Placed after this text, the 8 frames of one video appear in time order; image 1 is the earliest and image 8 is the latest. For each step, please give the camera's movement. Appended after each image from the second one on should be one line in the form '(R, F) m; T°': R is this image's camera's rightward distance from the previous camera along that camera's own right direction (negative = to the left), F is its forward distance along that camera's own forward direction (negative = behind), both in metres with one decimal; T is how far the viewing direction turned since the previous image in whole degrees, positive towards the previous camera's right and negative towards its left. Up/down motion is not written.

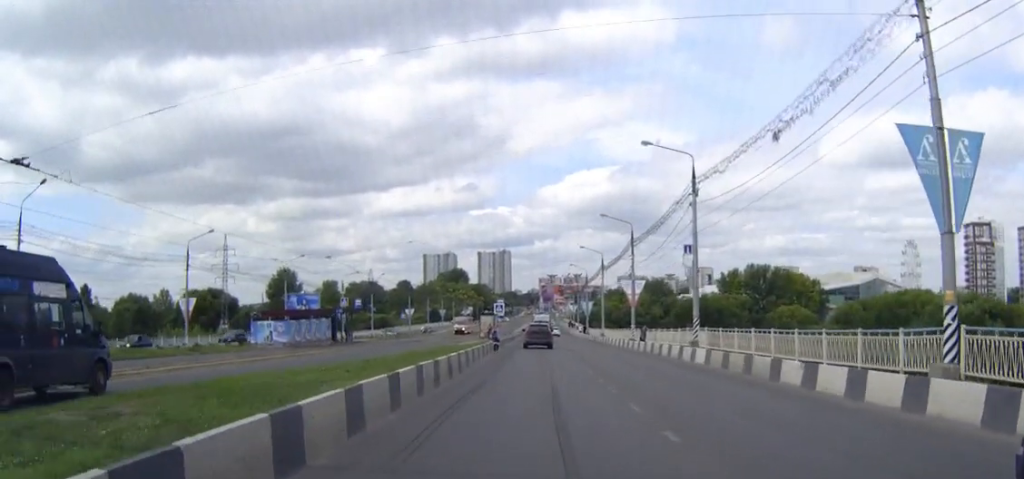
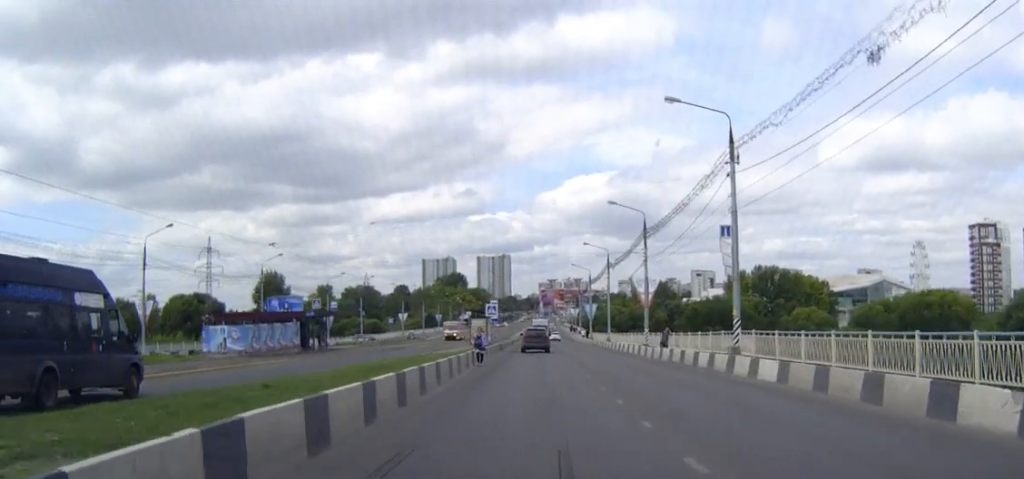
(0.0, +10.3) m; 0°
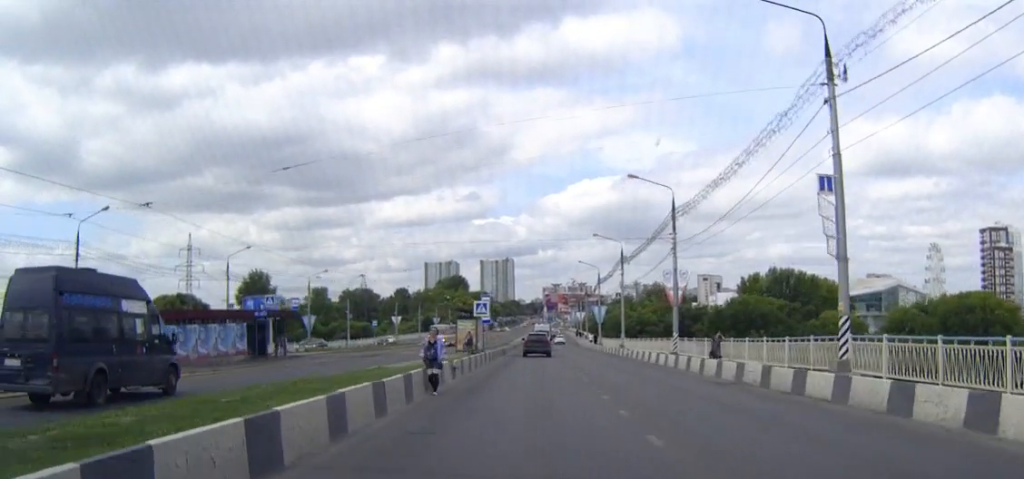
(0.0, +13.4) m; 0°
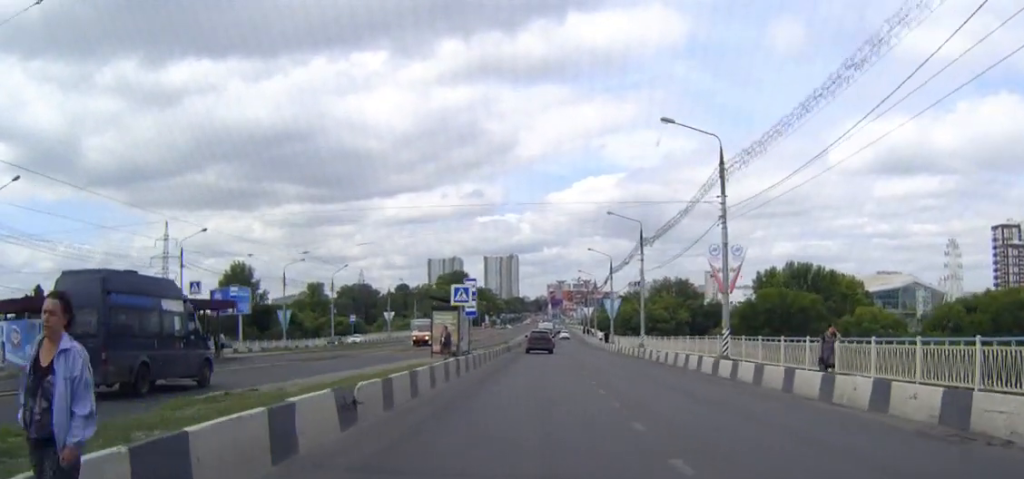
(0.0, +14.0) m; 0°
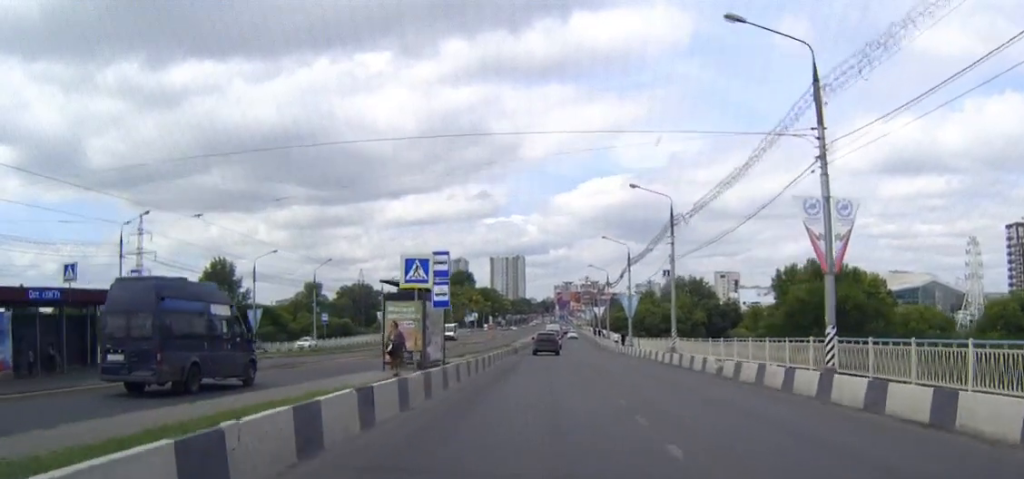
(0.0, +14.1) m; 0°
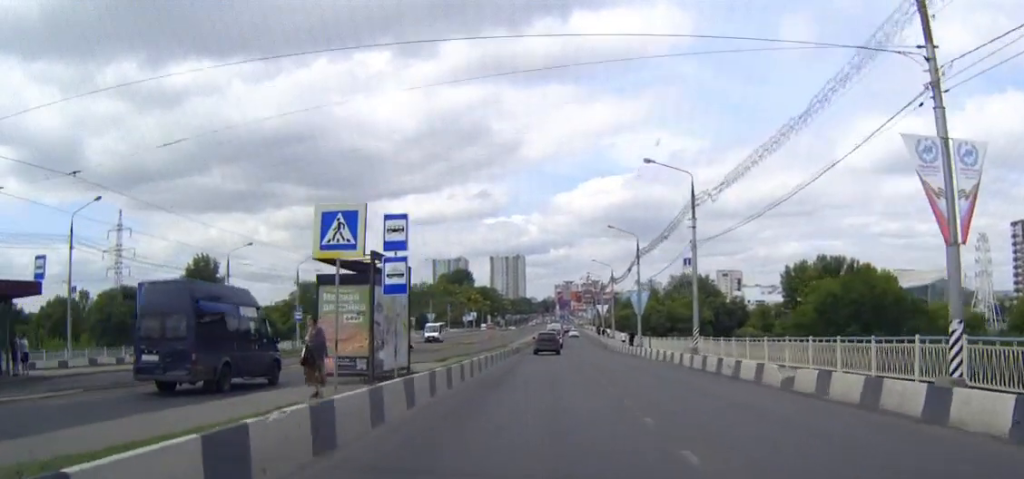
(0.0, +8.5) m; 0°
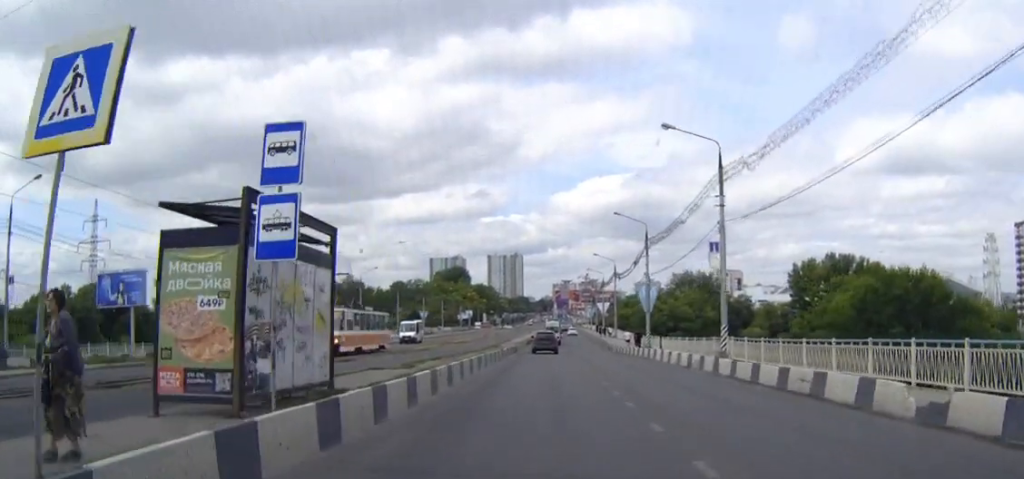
(0.0, +8.6) m; 0°
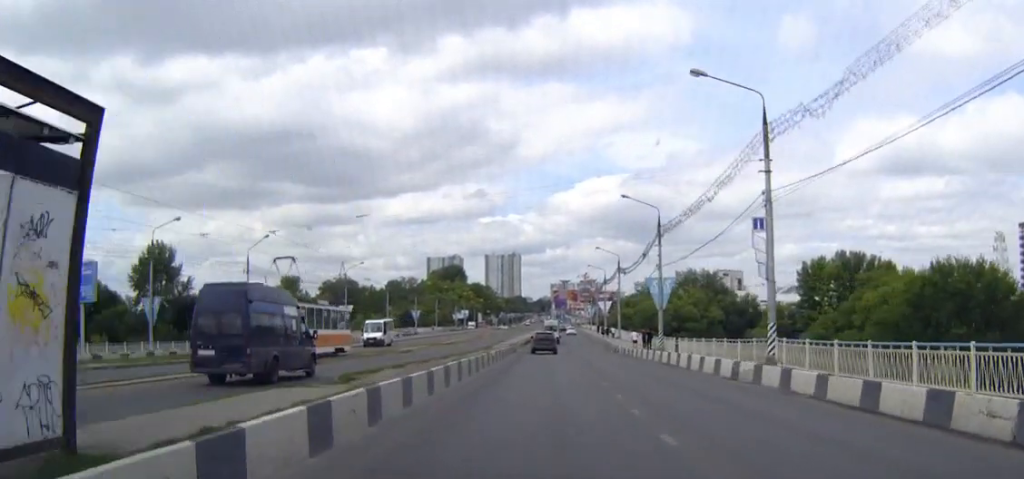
(0.0, +9.2) m; 0°
